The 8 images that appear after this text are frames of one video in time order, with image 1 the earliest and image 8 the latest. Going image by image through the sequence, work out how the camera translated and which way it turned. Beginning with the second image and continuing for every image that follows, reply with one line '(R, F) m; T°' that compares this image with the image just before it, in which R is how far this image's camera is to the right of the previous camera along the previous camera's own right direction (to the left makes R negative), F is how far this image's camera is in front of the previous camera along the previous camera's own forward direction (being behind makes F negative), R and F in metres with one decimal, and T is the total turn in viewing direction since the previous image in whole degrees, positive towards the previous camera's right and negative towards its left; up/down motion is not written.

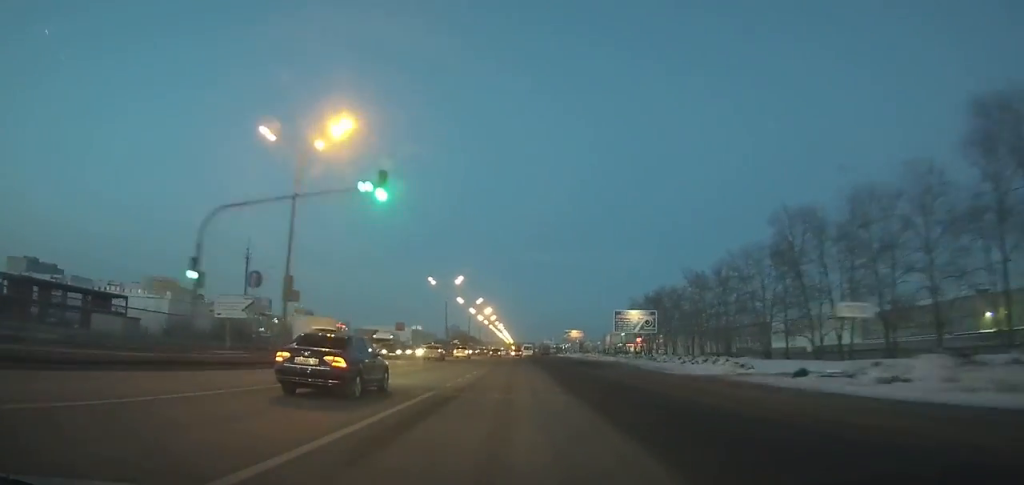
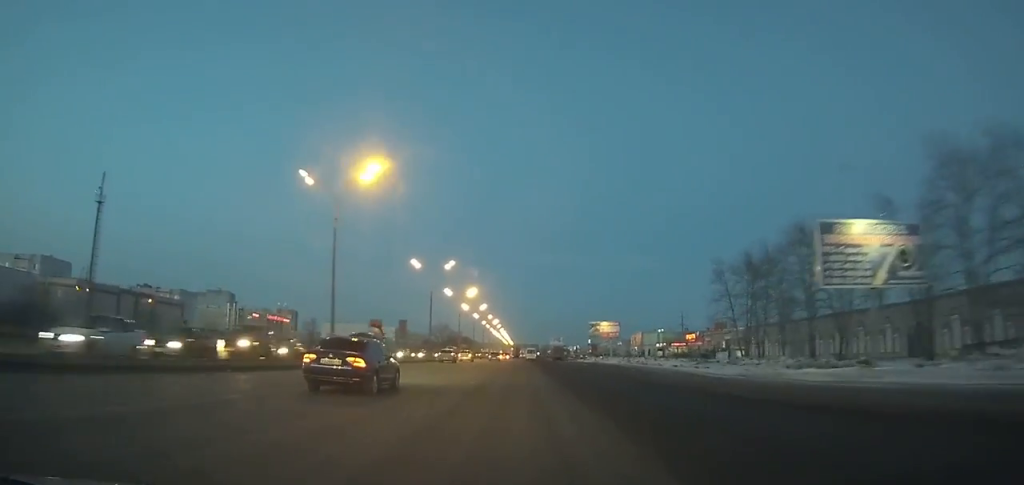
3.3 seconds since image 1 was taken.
(-0.1, +60.9) m; 0°
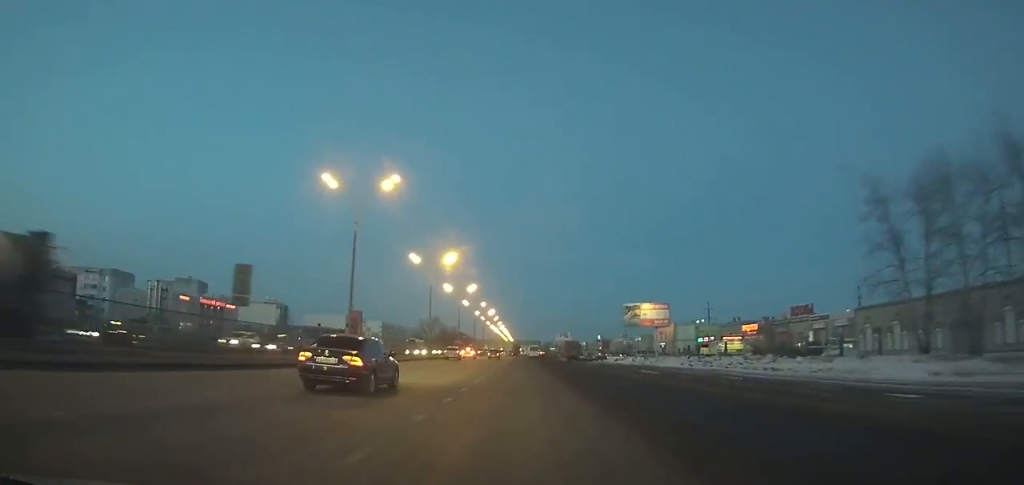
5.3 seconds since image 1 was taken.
(-0.1, +36.8) m; 0°
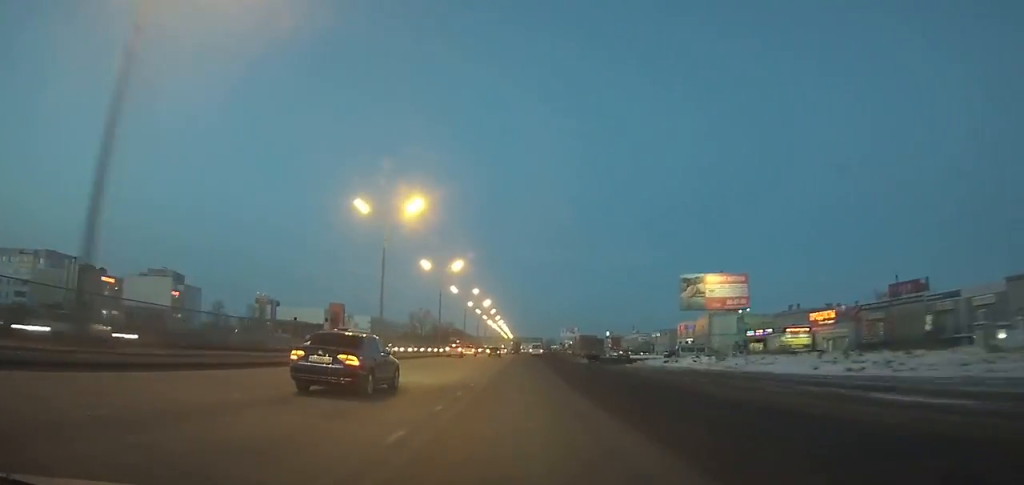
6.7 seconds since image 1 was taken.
(-0.1, +25.7) m; 0°
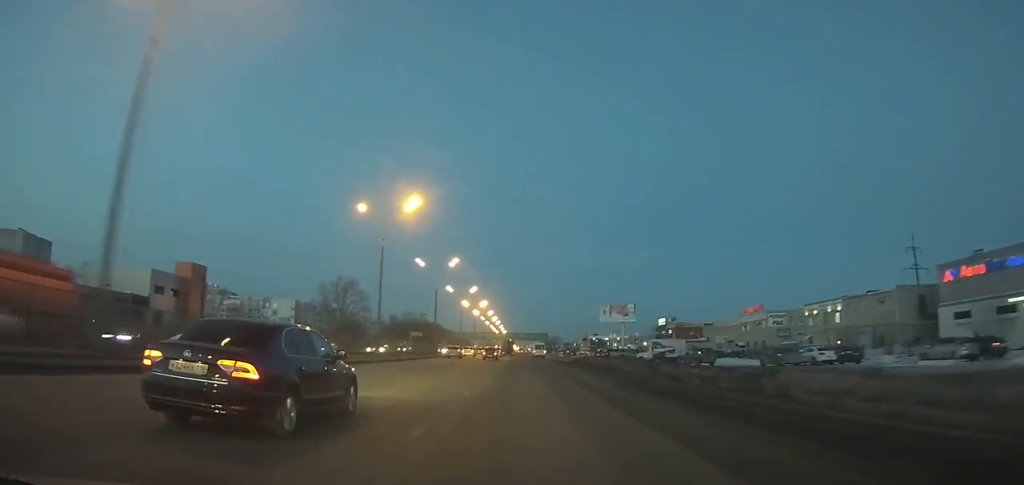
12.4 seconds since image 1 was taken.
(+0.5, +102.0) m; 0°
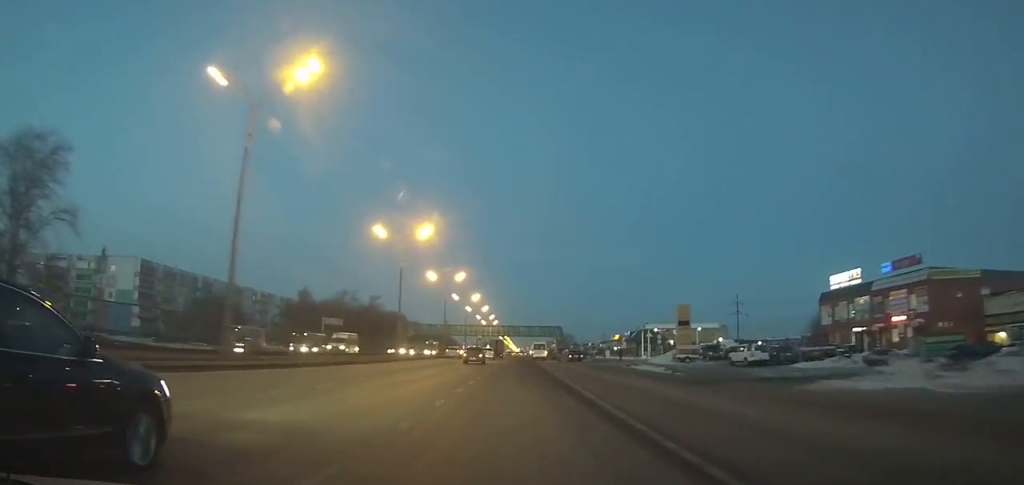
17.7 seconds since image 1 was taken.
(-0.1, +91.2) m; 0°
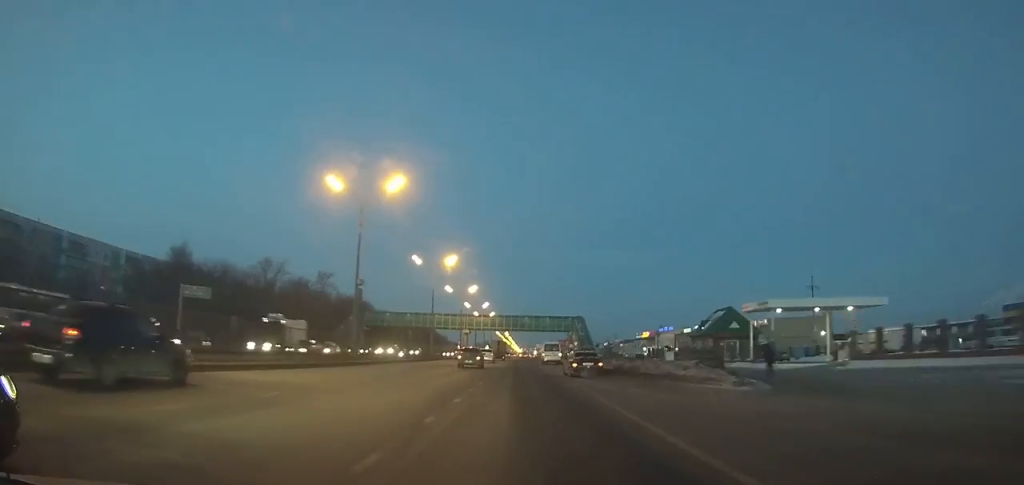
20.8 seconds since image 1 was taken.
(0.0, +52.3) m; 0°
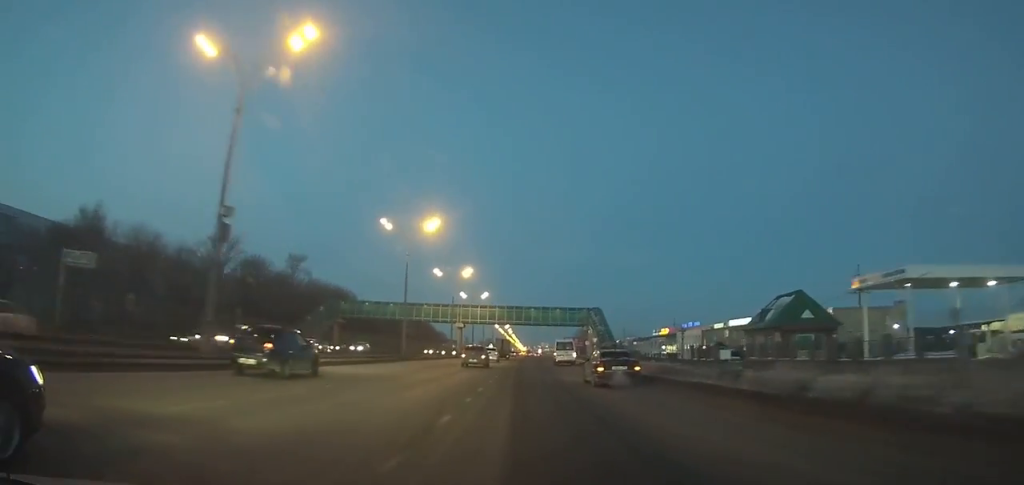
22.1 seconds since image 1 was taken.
(-0.1, +21.9) m; 0°
